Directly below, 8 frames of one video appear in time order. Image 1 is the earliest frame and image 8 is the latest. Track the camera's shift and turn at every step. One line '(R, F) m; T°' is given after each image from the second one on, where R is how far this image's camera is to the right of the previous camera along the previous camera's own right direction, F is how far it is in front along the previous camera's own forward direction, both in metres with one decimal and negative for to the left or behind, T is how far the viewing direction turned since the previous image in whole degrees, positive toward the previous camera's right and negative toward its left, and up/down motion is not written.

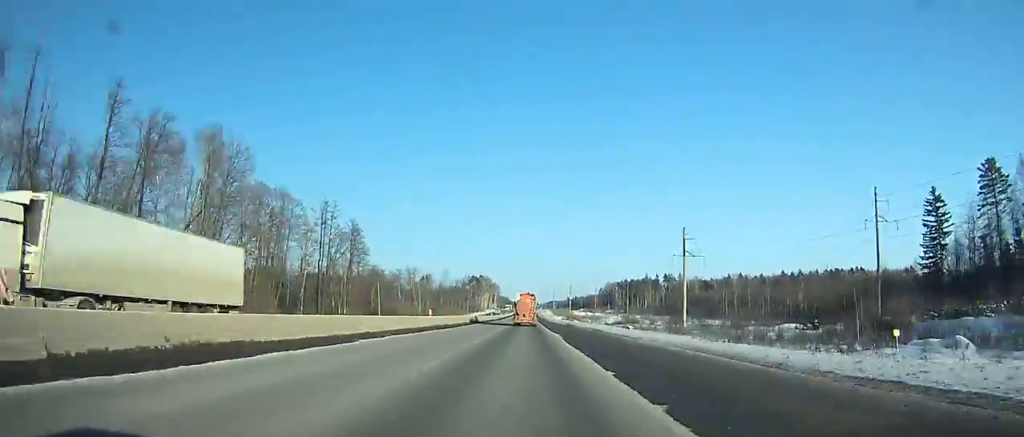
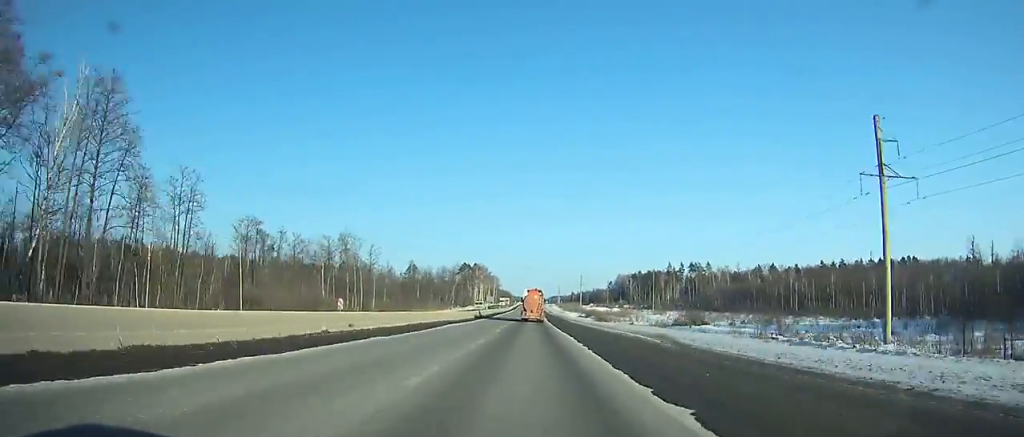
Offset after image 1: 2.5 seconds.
(0.0, +60.1) m; 0°
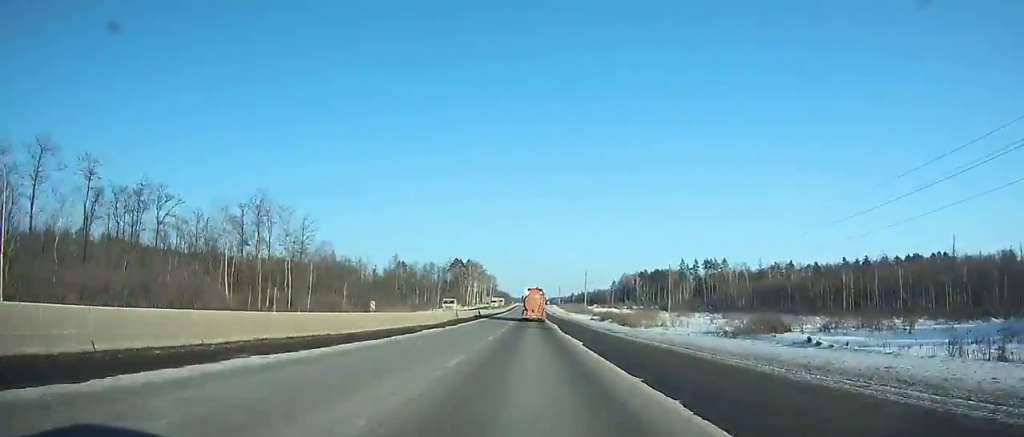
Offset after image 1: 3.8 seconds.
(0.0, +31.4) m; 0°
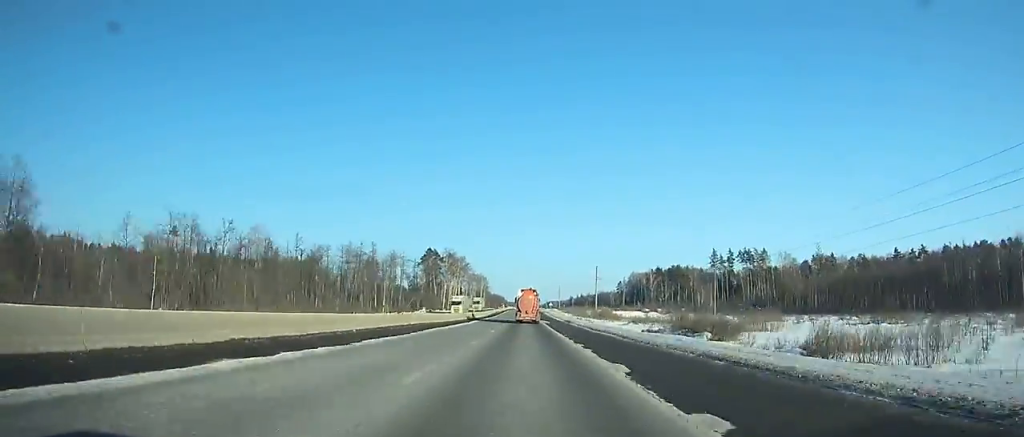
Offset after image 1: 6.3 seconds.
(+0.2, +60.8) m; 0°
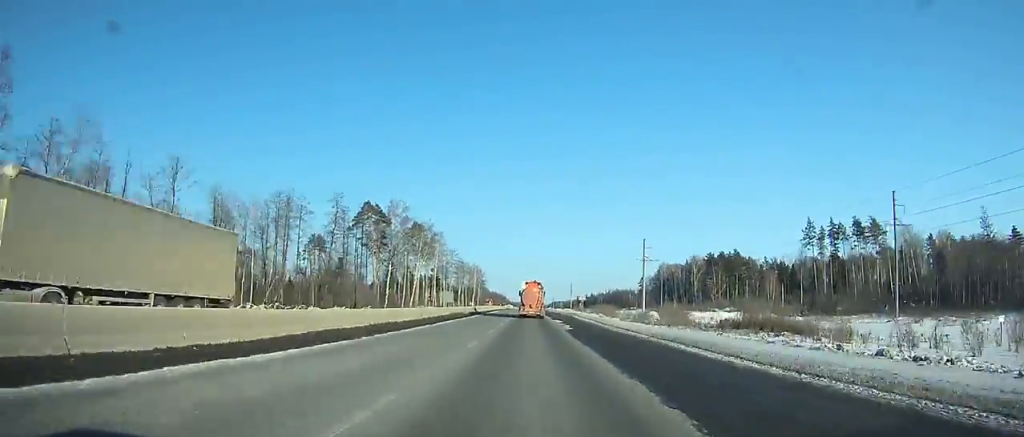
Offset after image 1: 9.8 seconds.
(-0.2, +90.0) m; 0°
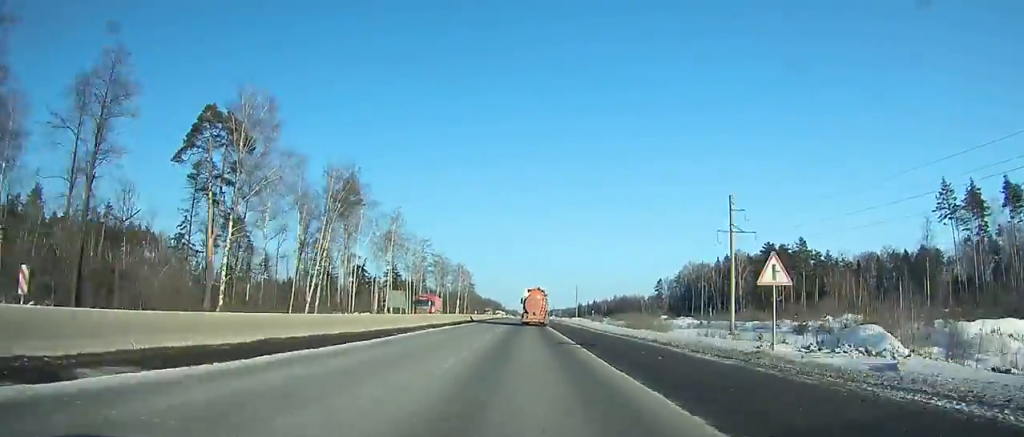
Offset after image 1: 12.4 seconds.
(0.0, +66.4) m; 0°
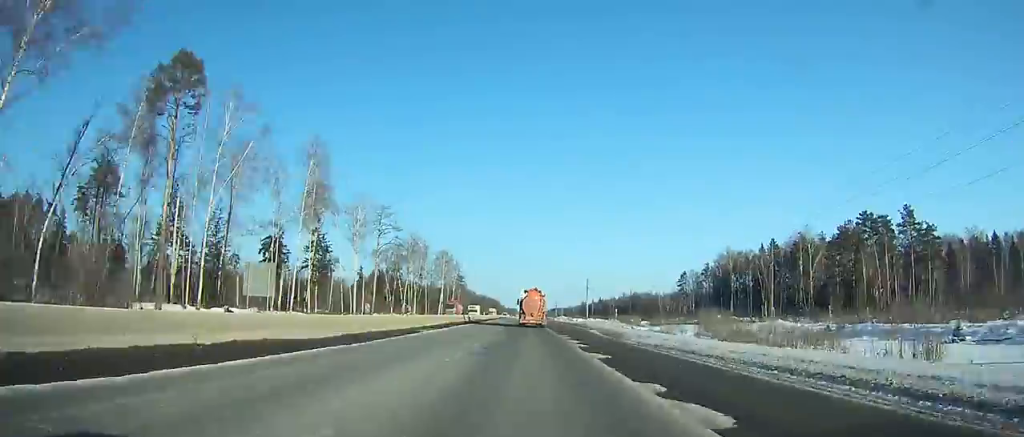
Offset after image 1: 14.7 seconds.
(0.0, +57.3) m; 0°
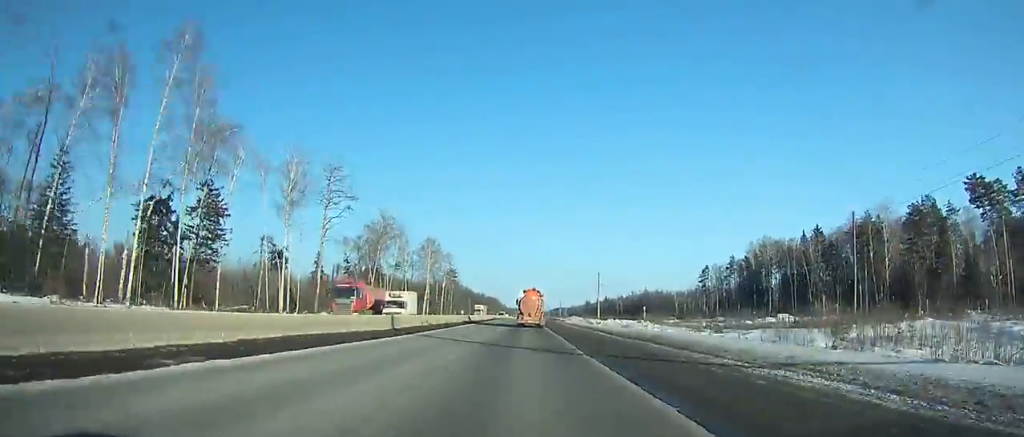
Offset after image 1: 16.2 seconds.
(-0.1, +36.6) m; 0°
